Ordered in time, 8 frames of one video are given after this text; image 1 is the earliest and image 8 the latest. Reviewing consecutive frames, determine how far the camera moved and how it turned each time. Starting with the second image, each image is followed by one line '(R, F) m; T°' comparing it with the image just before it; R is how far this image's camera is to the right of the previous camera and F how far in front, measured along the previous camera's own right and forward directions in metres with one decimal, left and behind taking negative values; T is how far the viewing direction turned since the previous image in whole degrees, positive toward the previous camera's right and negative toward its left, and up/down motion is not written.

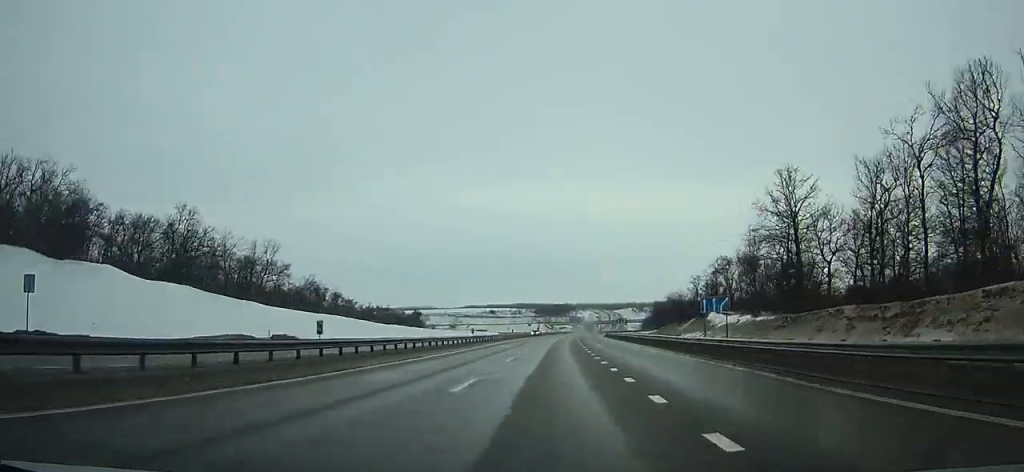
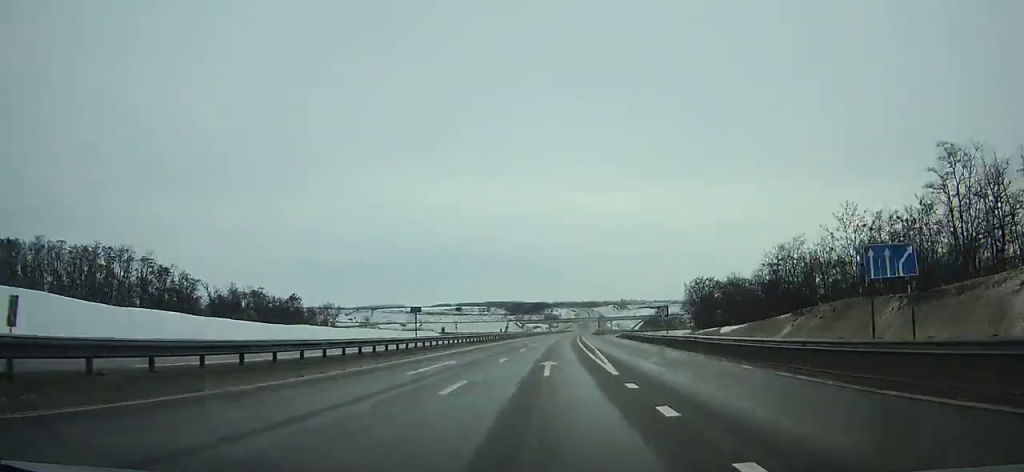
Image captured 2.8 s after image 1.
(+1.7, +83.9) m; +2°
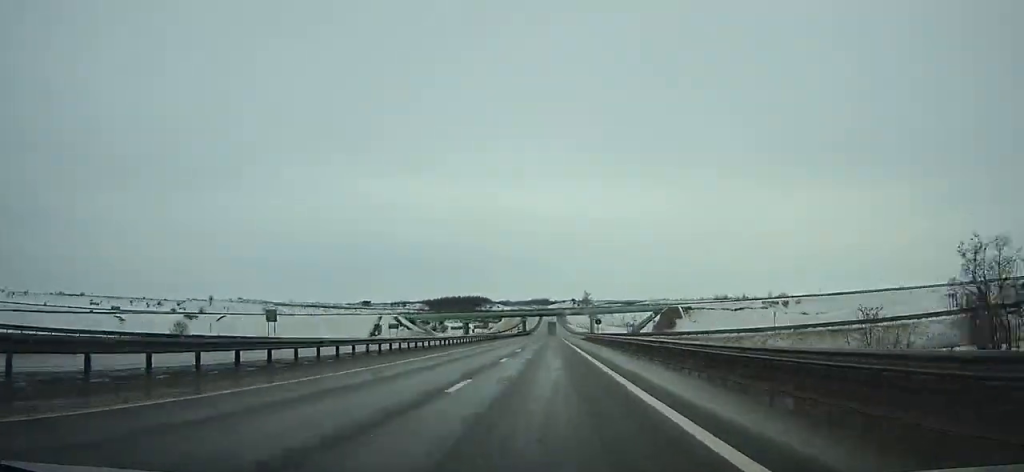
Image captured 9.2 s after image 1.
(+8.1, +193.2) m; +4°
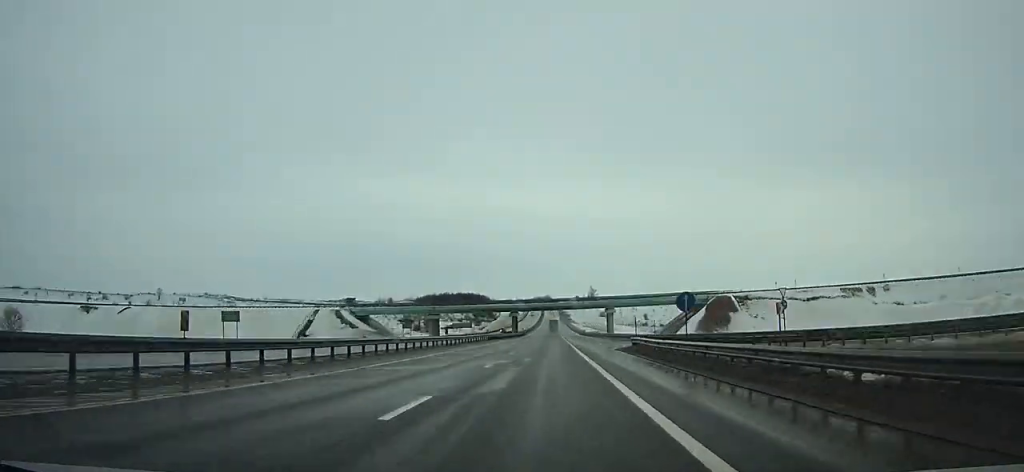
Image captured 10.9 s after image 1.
(+0.2, +51.4) m; 0°
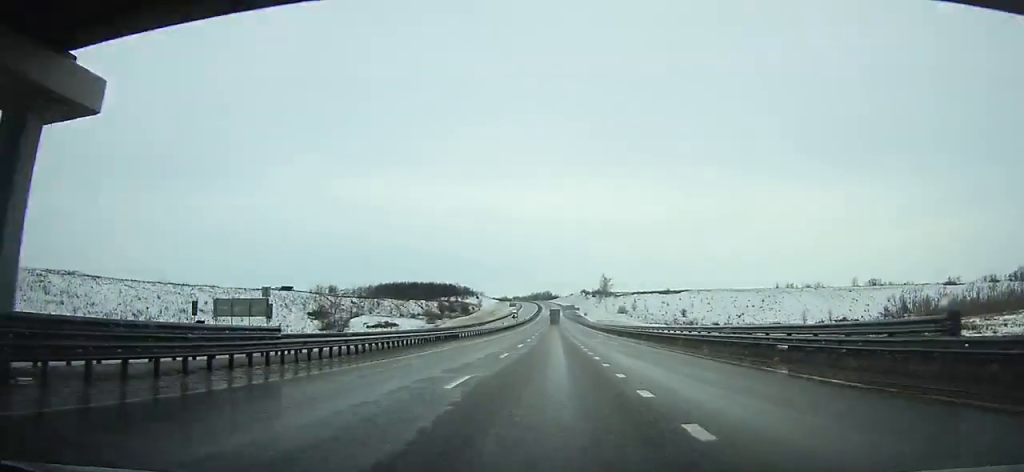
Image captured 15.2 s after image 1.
(-0.3, +129.8) m; 0°
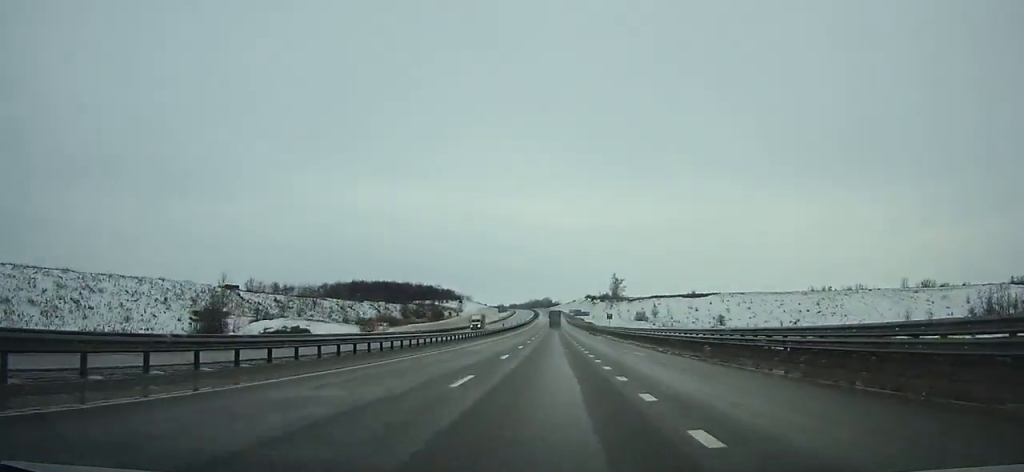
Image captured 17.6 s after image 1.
(0.0, +72.2) m; 0°
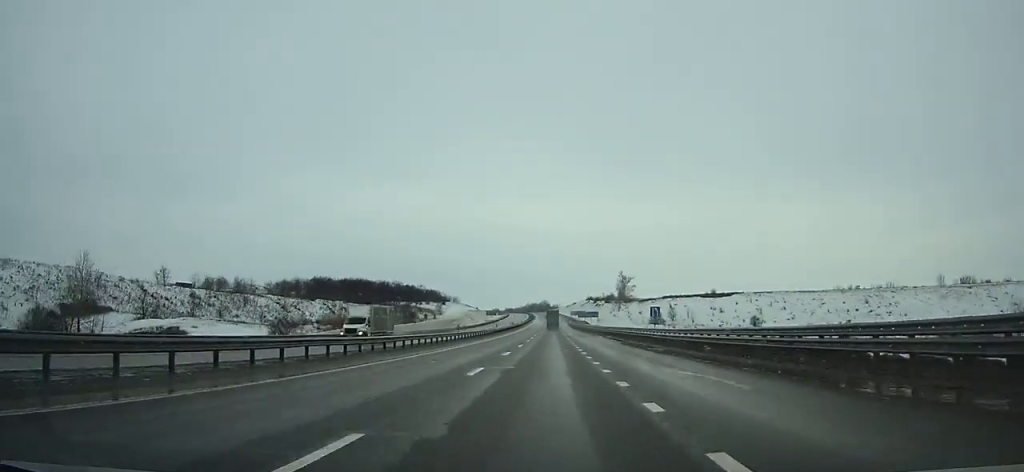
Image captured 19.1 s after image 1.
(+0.1, +45.0) m; 0°
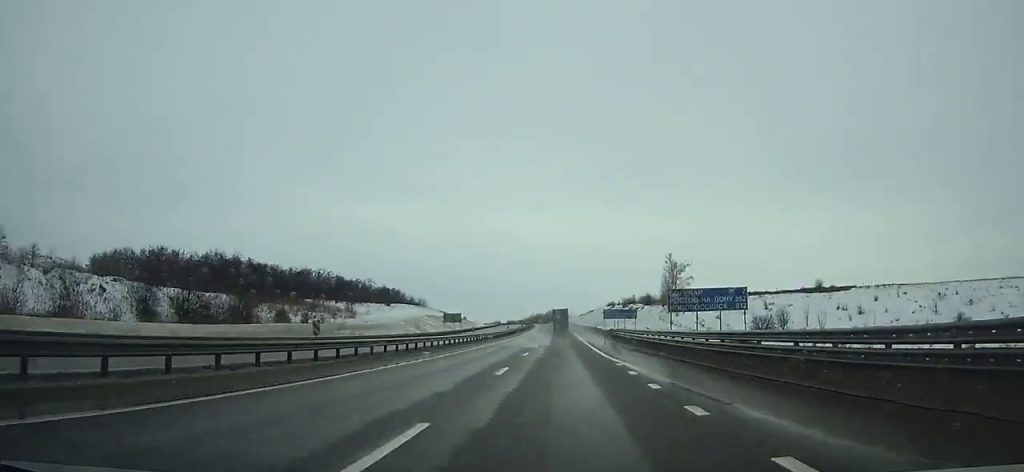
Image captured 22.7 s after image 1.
(-0.7, +107.7) m; -1°
